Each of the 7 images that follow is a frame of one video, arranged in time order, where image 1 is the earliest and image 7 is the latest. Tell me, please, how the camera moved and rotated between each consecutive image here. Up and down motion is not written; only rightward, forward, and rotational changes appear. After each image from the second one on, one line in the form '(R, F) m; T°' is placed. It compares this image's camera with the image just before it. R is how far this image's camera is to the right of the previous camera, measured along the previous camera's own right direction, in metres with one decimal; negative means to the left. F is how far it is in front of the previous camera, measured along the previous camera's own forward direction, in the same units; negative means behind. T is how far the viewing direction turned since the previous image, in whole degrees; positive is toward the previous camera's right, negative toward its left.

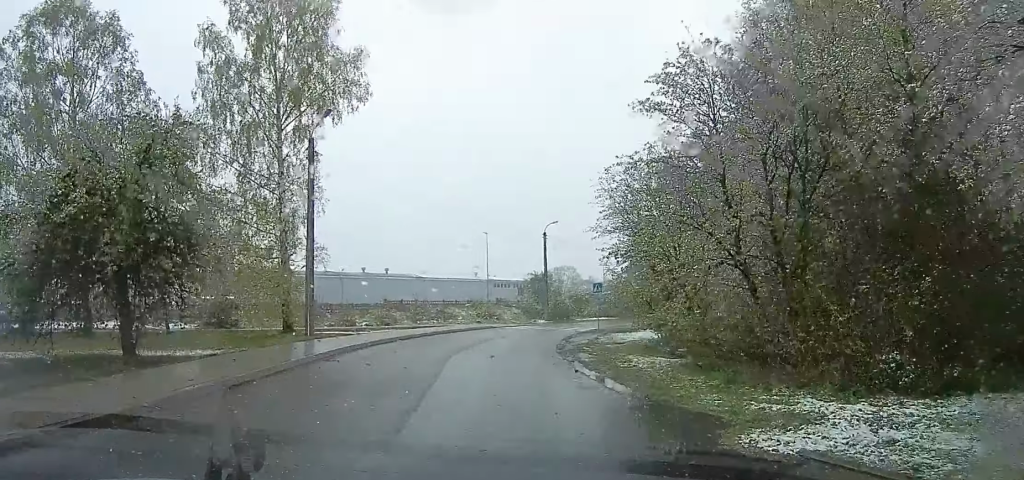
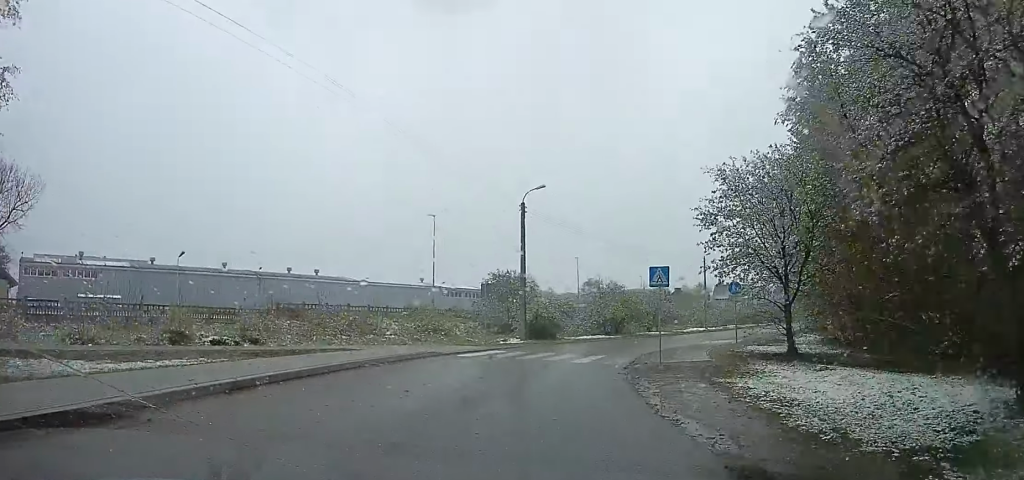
(-0.9, +17.1) m; +4°
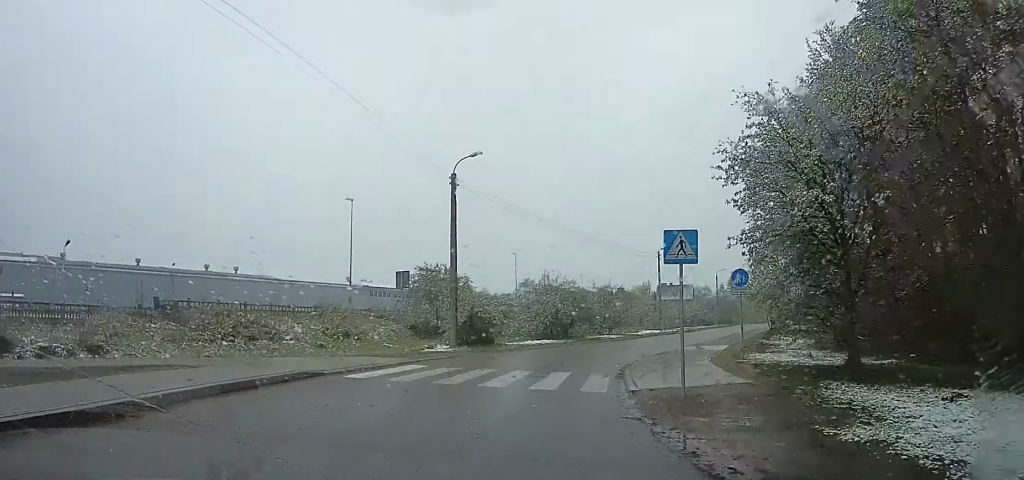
(-0.3, +6.2) m; +9°
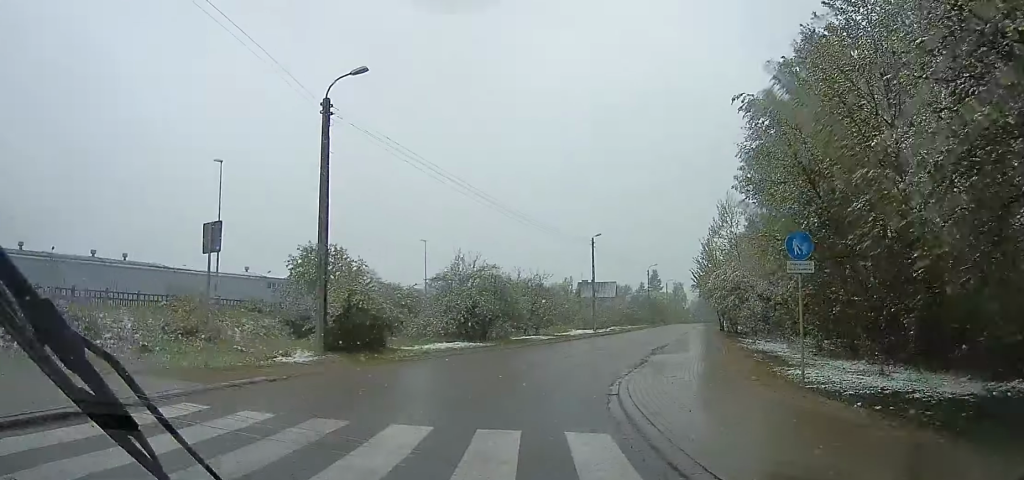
(+2.0, +7.8) m; +13°
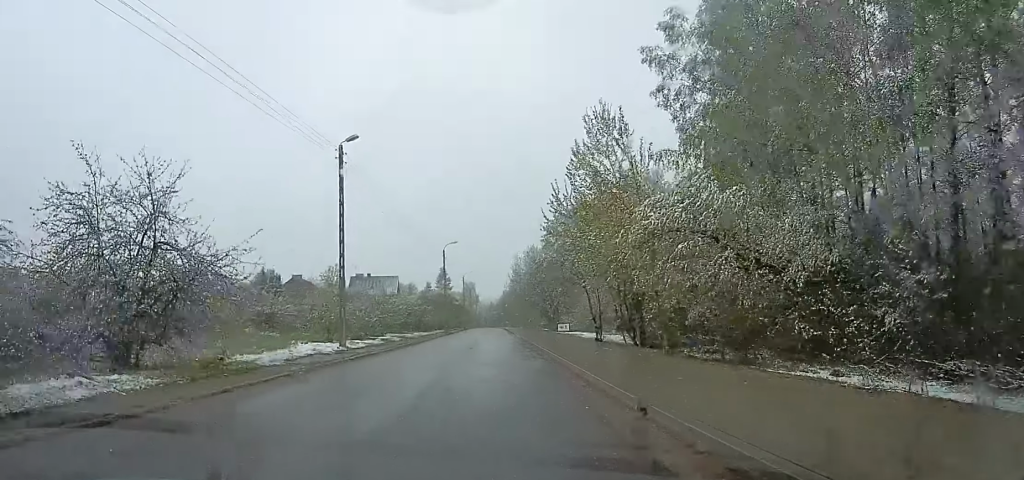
(+1.6, +24.9) m; +9°
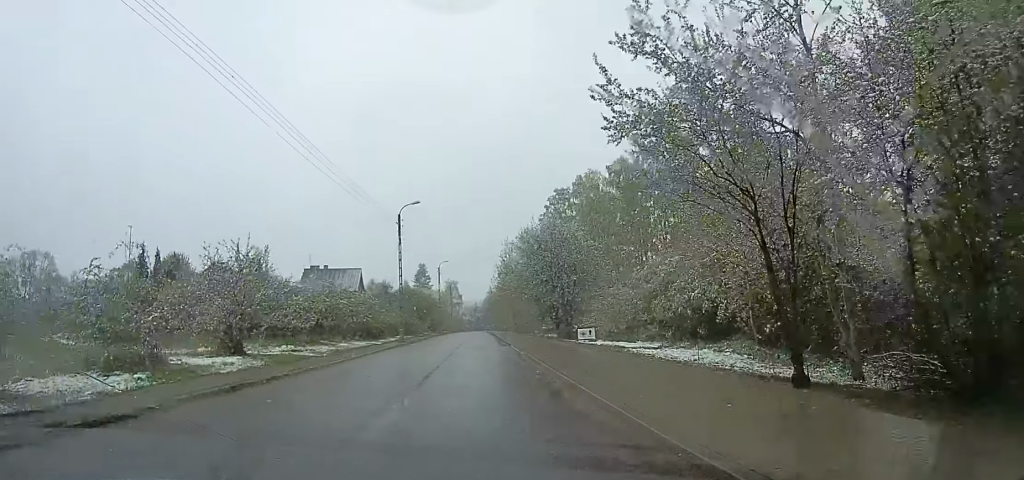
(+2.0, +18.7) m; +8°
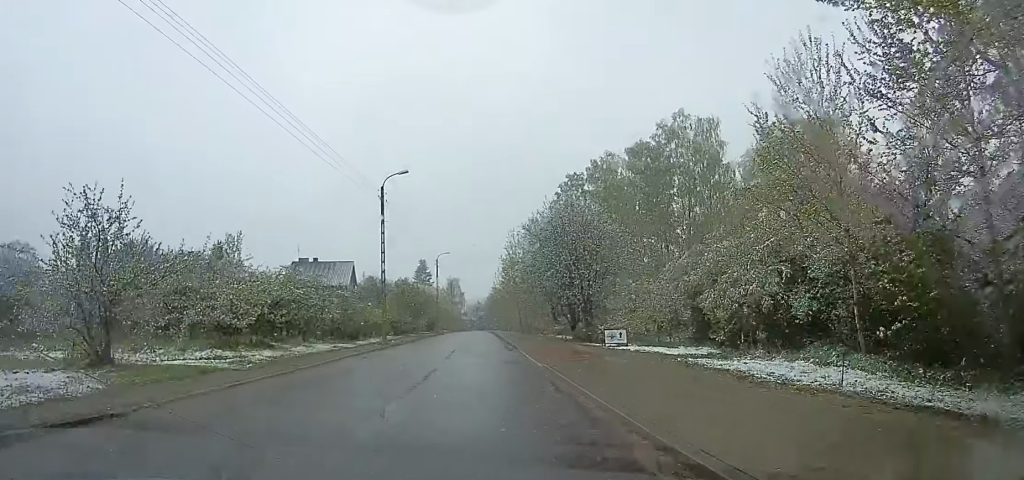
(0.0, +6.8) m; 0°
